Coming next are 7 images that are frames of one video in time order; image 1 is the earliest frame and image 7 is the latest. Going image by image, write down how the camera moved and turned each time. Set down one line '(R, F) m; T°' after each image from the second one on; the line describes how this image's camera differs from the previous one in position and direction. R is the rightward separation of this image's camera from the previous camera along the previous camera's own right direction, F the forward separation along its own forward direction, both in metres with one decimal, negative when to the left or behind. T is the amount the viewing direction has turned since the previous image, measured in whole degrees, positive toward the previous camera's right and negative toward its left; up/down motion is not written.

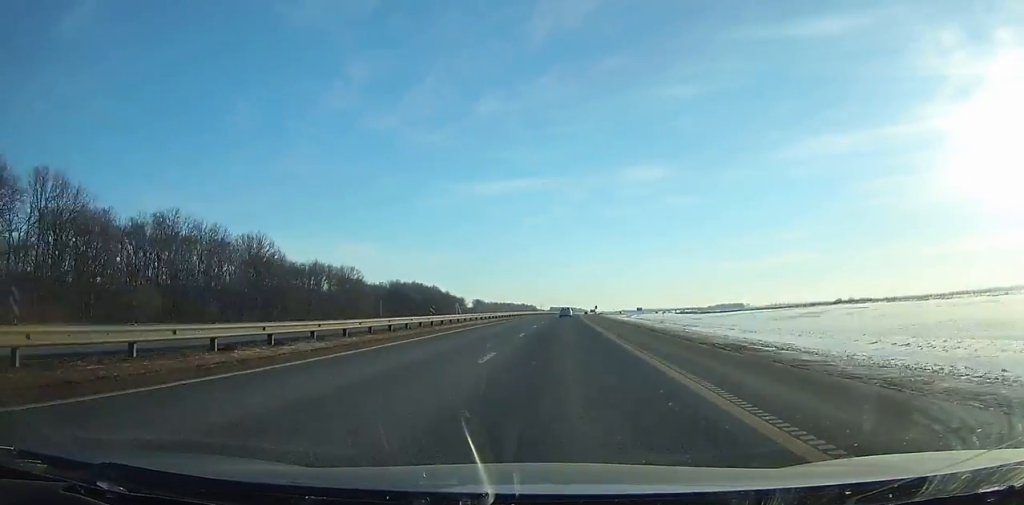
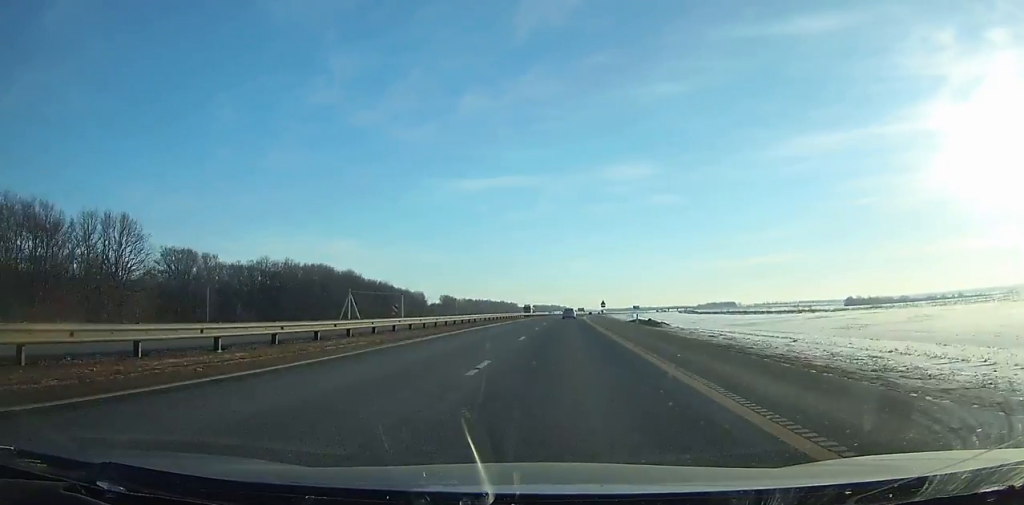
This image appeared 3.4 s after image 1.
(+1.3, +99.0) m; +2°
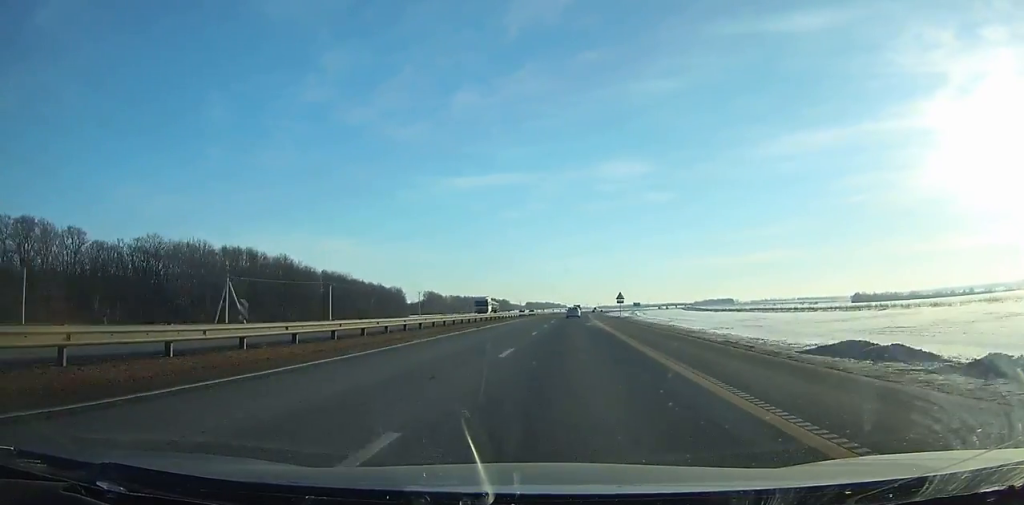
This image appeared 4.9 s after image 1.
(+0.1, +43.8) m; +1°
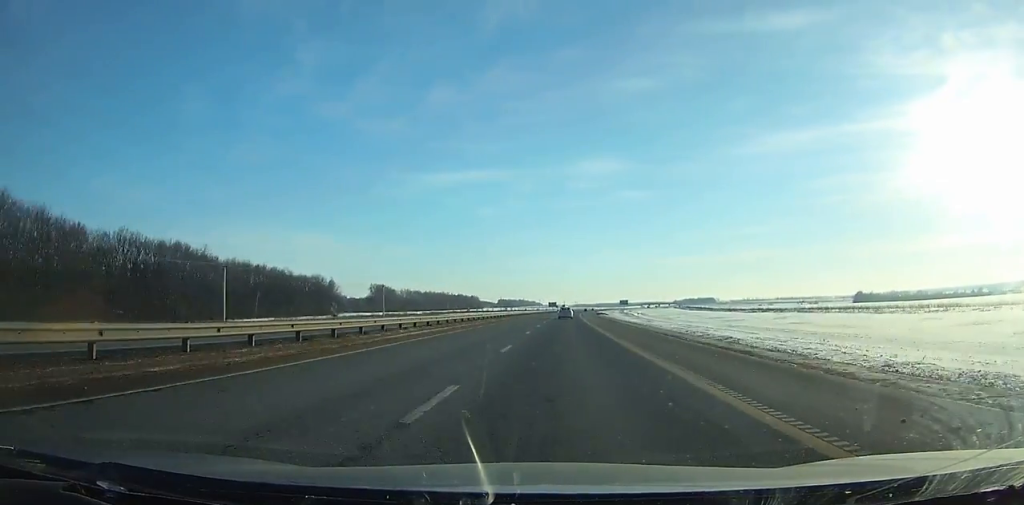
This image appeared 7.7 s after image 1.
(+1.3, +82.5) m; +2°
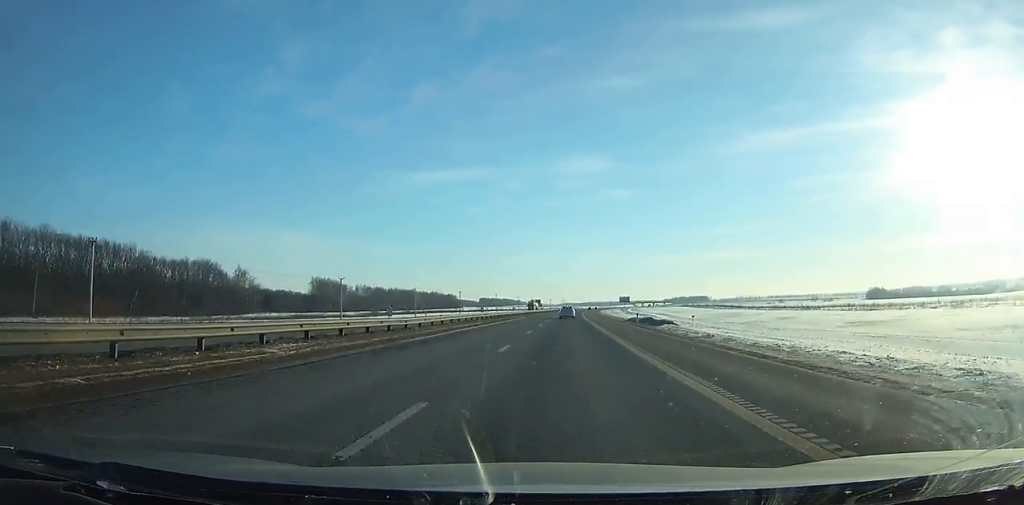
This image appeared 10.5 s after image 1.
(+1.0, +83.2) m; +1°
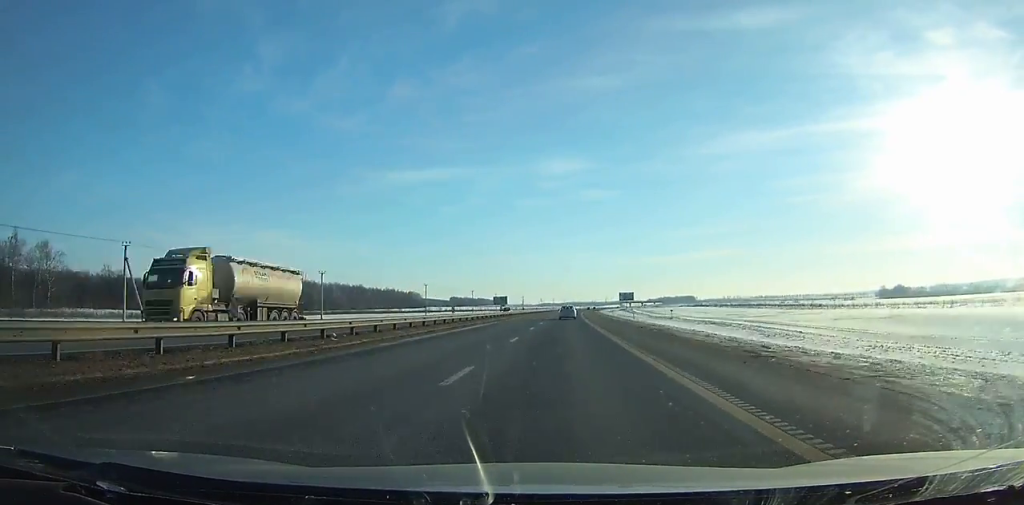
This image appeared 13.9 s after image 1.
(+1.7, +101.9) m; +2°
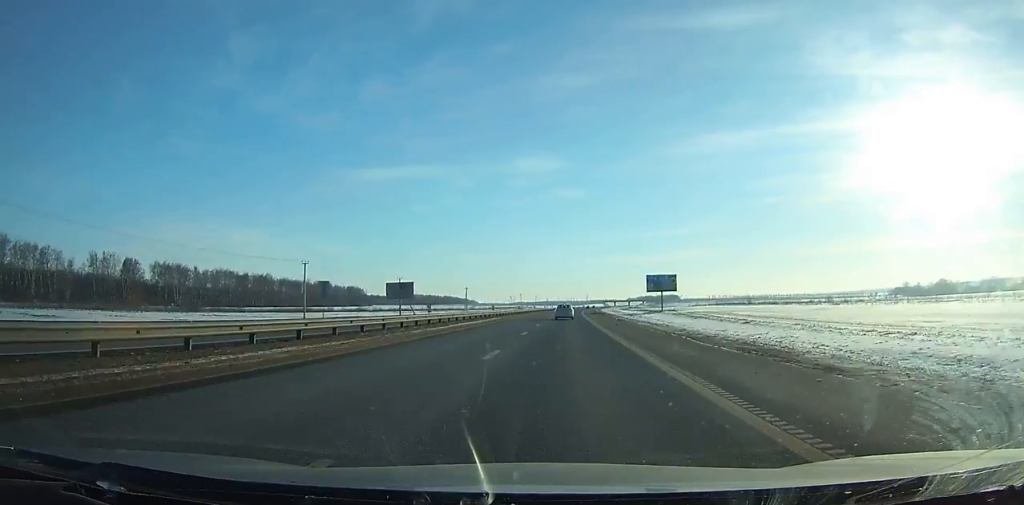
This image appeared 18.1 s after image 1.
(+3.1, +126.5) m; +2°
